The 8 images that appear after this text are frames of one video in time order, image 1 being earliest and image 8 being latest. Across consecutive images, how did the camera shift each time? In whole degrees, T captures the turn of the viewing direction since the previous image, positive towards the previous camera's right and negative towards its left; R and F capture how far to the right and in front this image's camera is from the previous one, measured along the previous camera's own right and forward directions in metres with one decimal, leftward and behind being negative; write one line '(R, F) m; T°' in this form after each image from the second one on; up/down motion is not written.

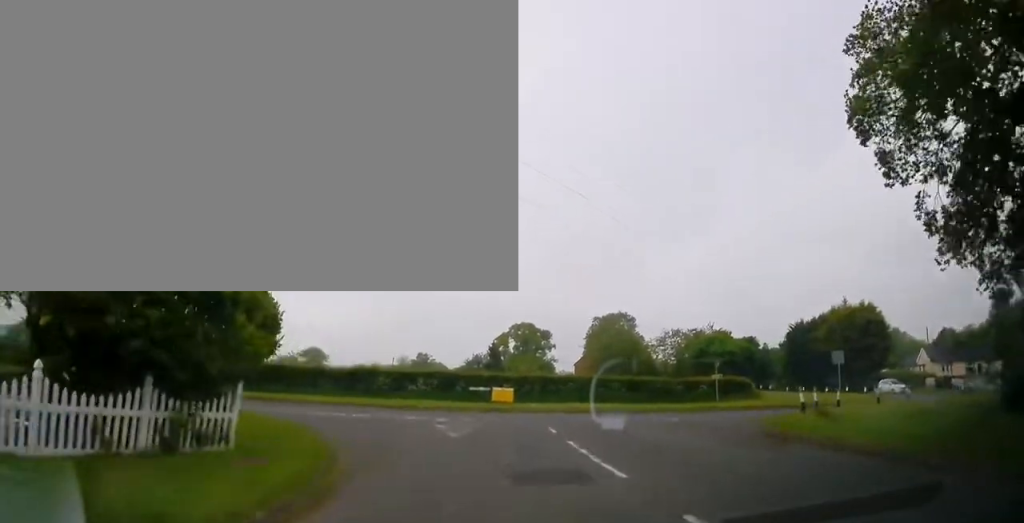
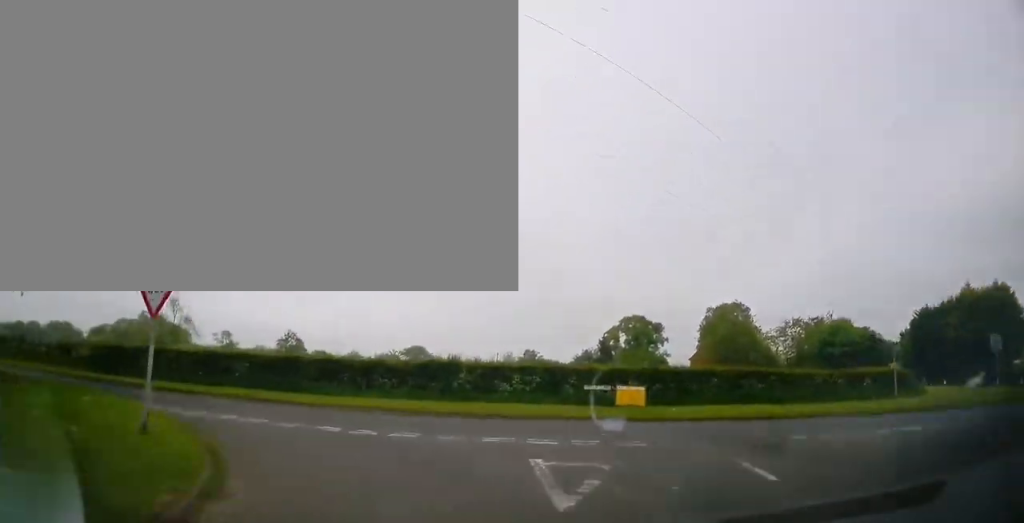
(-0.5, +9.0) m; -10°
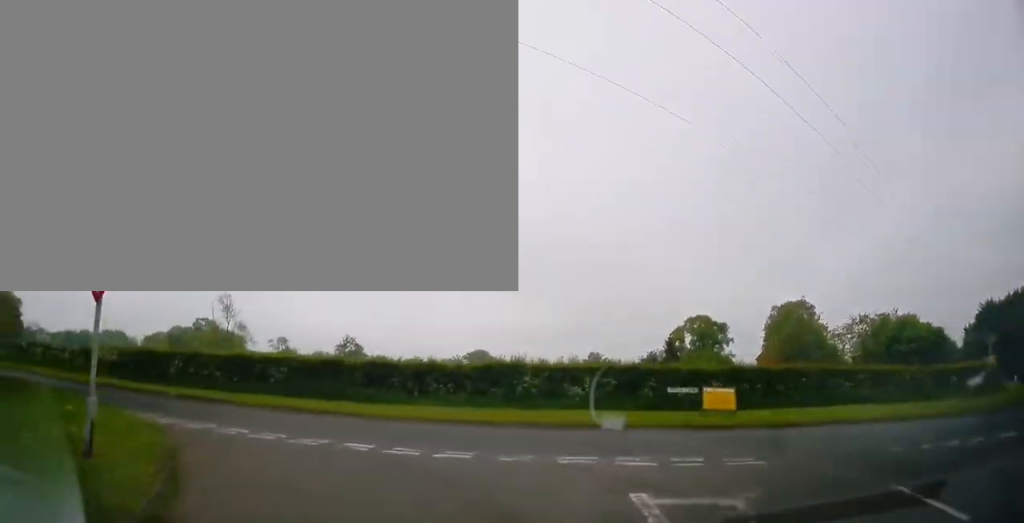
(-0.2, +2.8) m; -6°
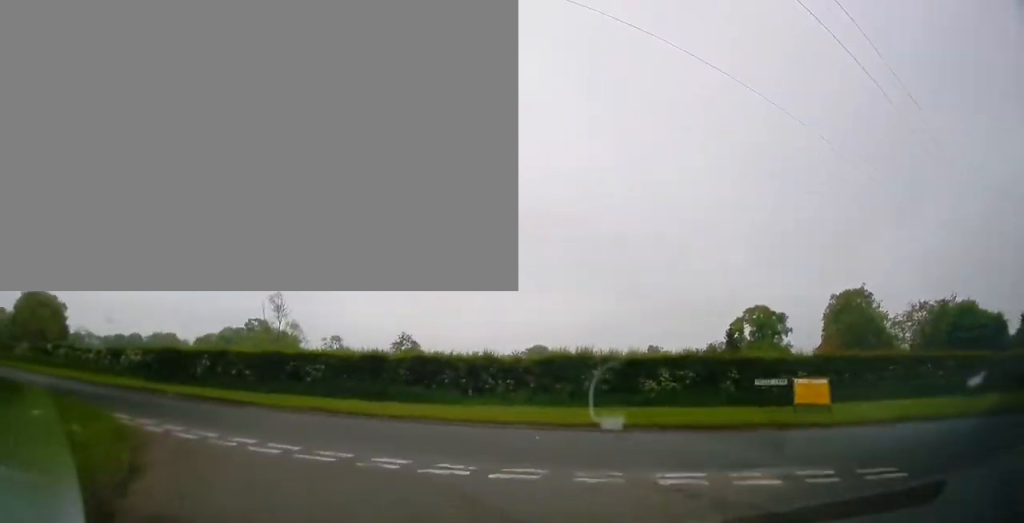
(-0.2, +2.8) m; -8°
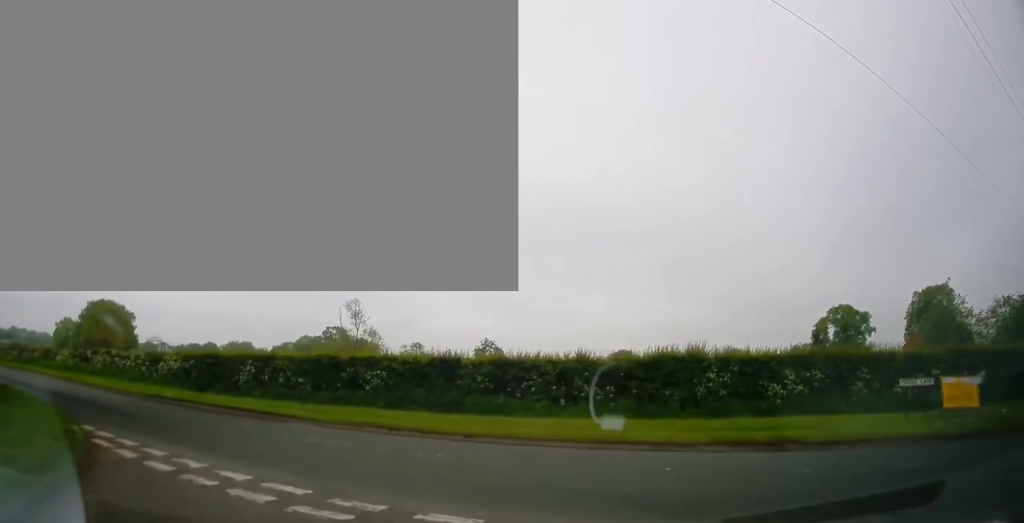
(-0.3, +3.6) m; -3°
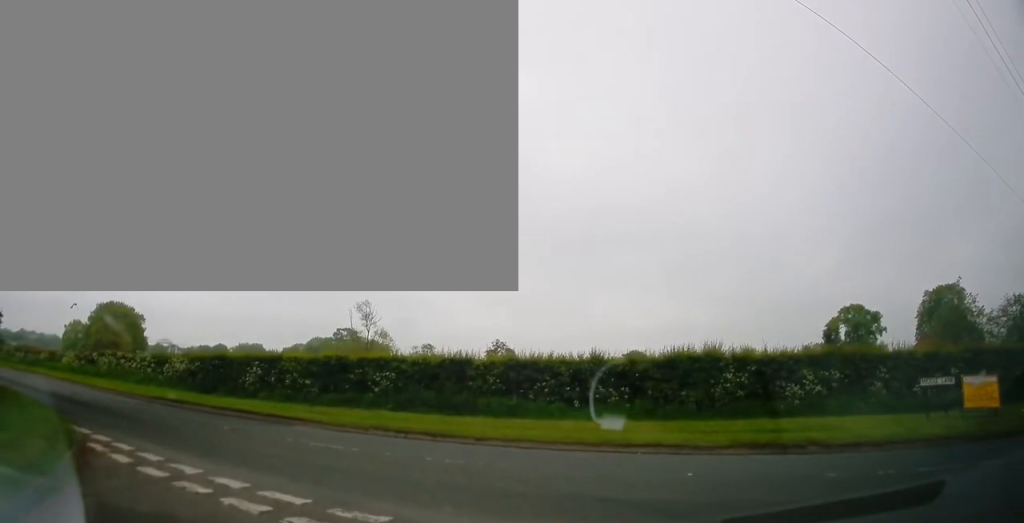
(+0.1, +0.8) m; 0°
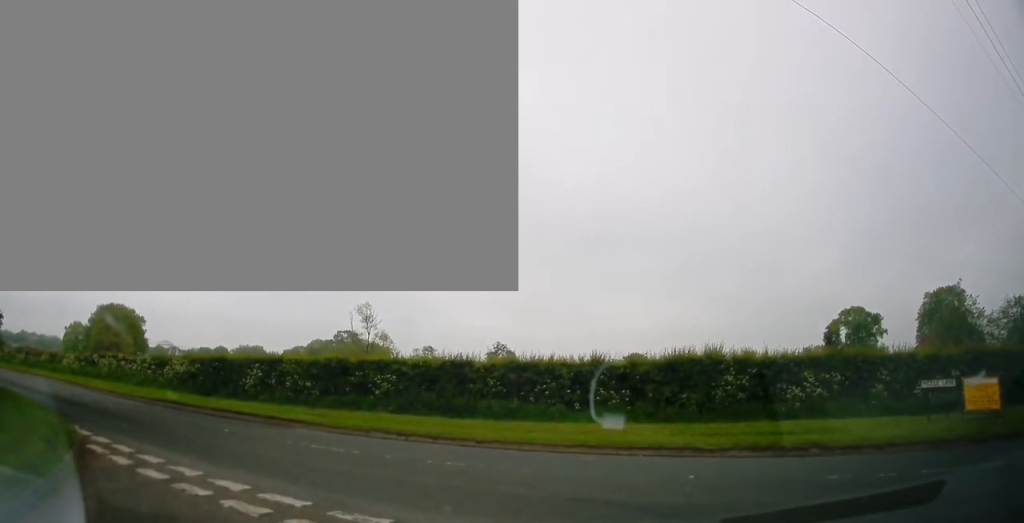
(0.0, +0.3) m; 0°
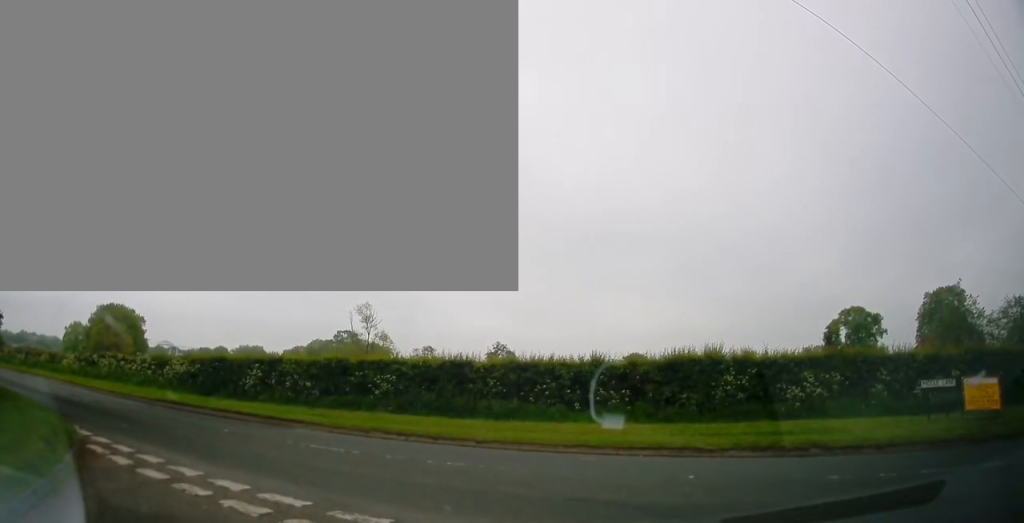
(0.0, 0.0) m; 0°
